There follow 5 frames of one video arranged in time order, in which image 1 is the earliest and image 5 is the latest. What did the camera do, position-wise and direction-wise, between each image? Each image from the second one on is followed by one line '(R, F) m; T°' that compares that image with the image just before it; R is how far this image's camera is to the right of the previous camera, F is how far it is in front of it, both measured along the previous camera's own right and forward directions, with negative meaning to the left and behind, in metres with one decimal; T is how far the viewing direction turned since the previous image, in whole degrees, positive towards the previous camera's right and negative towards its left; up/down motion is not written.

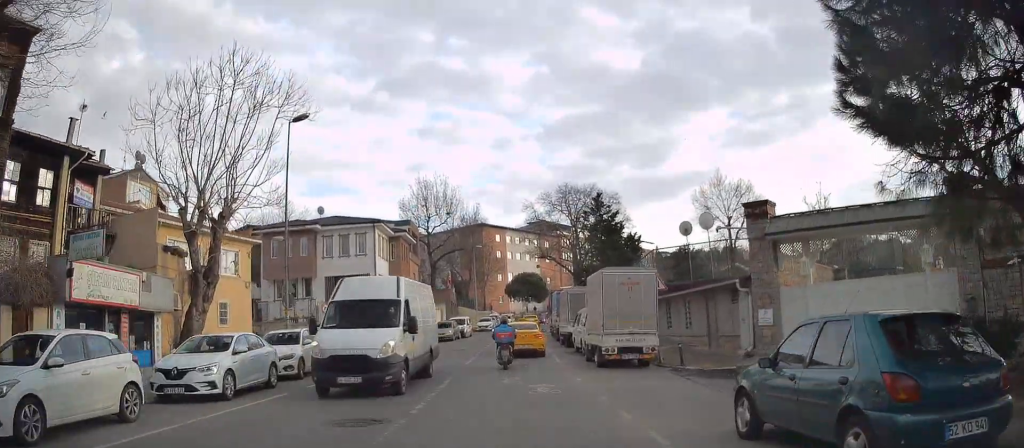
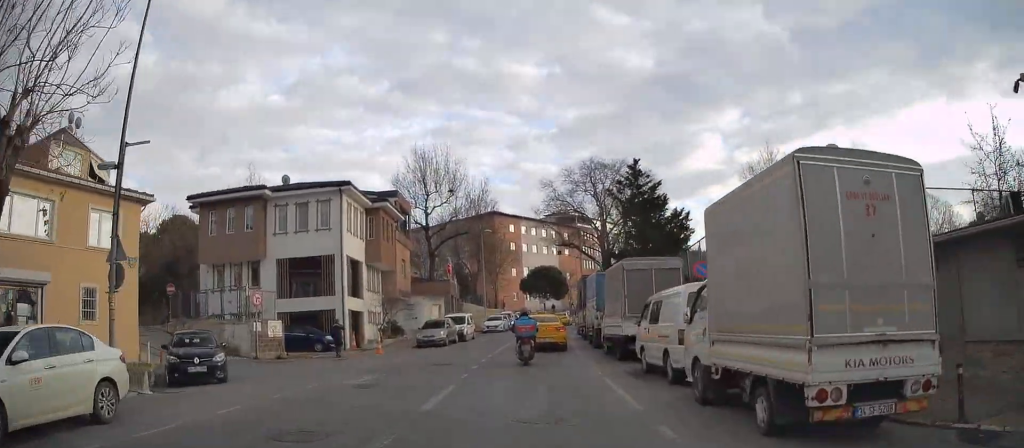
(-0.1, +12.6) m; 0°
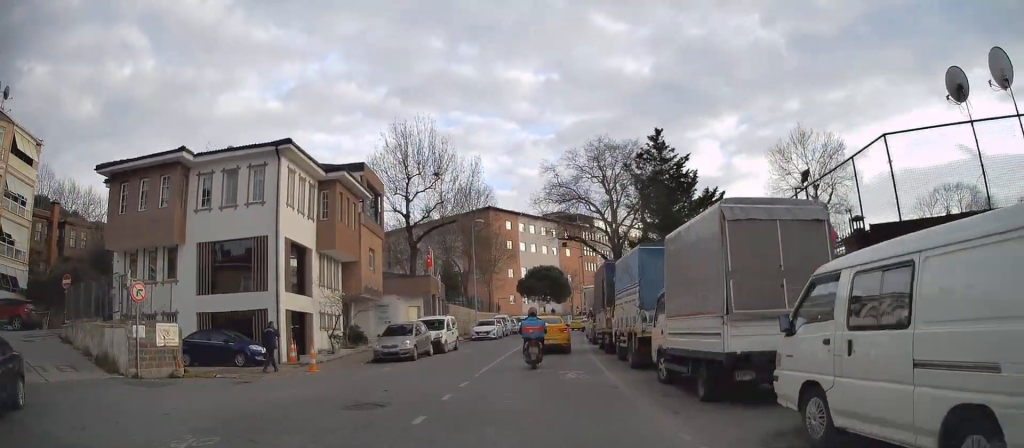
(+0.1, +9.0) m; +1°
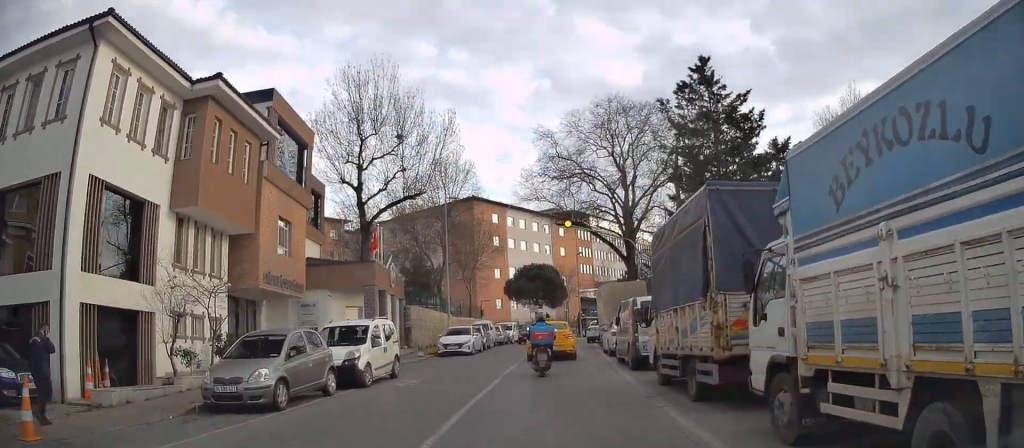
(+0.2, +12.7) m; +3°
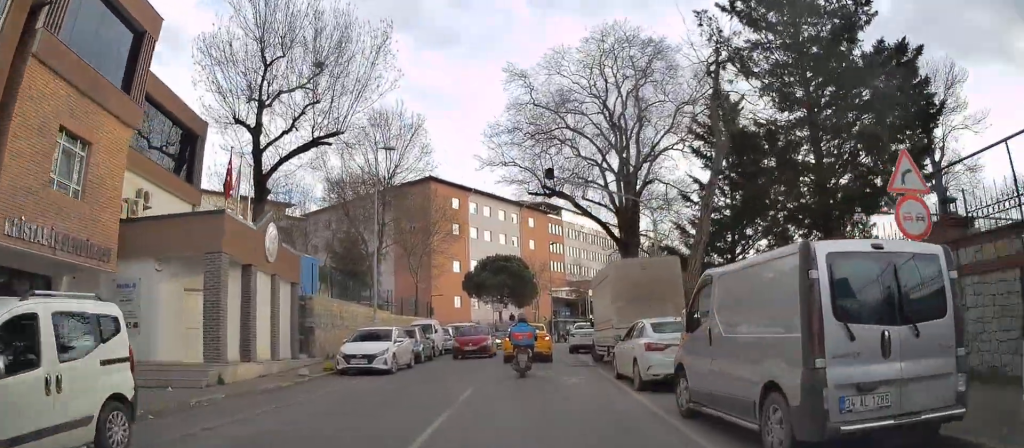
(+0.4, +11.7) m; +4°
